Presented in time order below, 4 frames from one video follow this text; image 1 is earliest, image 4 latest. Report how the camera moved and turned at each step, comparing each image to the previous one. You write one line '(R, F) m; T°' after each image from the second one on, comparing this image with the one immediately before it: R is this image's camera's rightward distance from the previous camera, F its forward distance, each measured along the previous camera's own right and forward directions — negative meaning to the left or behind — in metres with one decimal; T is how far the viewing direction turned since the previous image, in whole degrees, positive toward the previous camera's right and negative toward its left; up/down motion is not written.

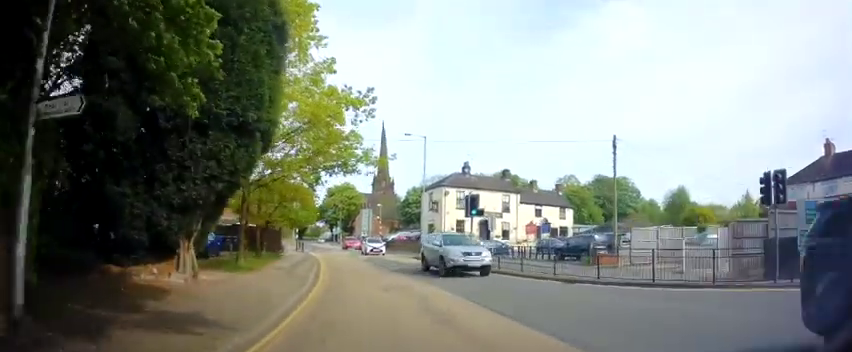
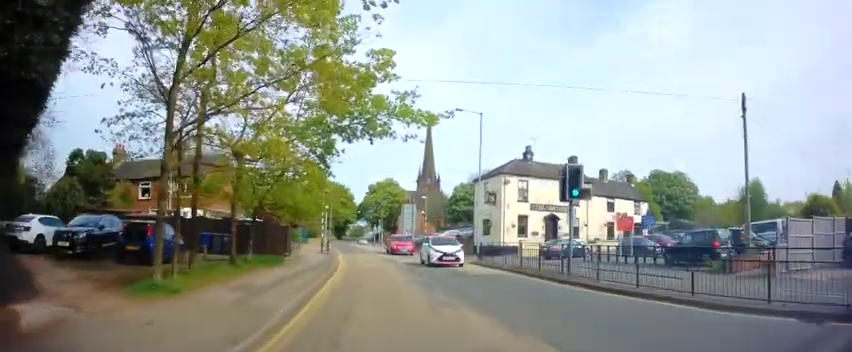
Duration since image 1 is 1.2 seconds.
(-0.7, +8.5) m; -6°
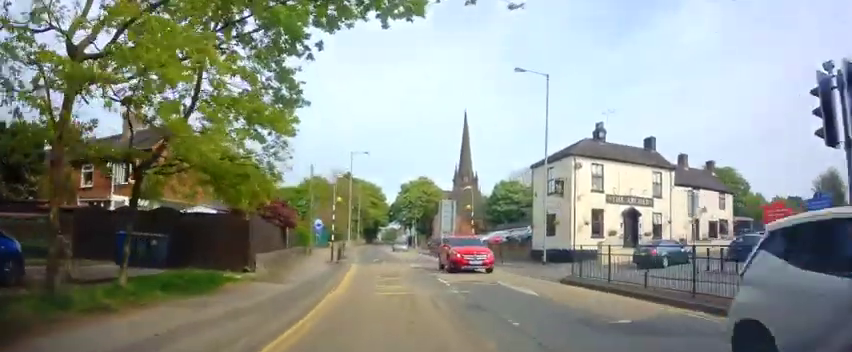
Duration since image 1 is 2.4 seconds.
(+0.1, +9.5) m; -2°
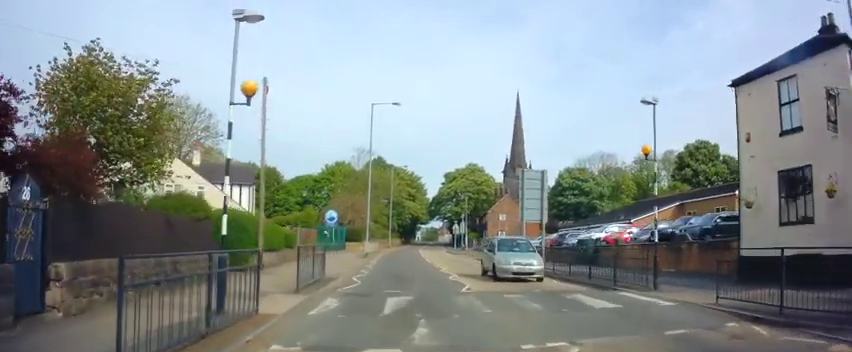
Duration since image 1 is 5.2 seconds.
(-1.4, +21.5) m; -5°
